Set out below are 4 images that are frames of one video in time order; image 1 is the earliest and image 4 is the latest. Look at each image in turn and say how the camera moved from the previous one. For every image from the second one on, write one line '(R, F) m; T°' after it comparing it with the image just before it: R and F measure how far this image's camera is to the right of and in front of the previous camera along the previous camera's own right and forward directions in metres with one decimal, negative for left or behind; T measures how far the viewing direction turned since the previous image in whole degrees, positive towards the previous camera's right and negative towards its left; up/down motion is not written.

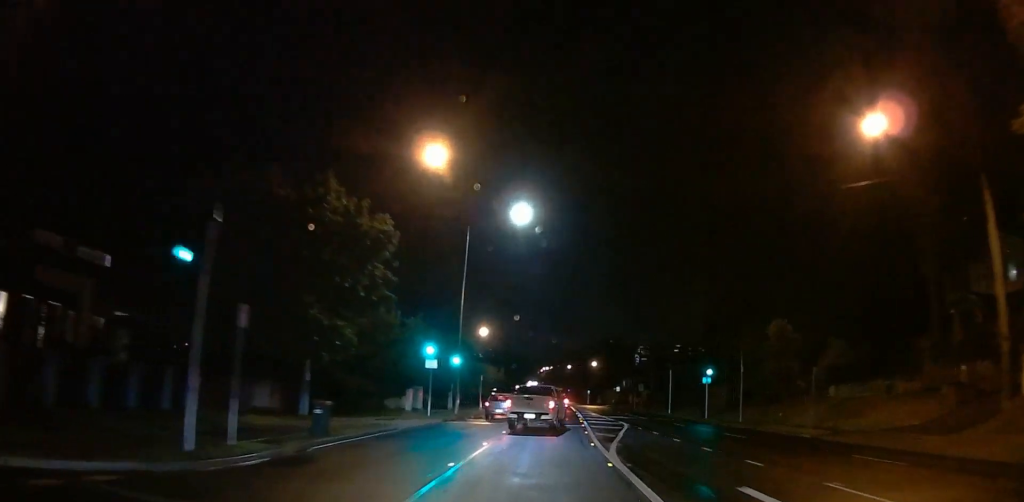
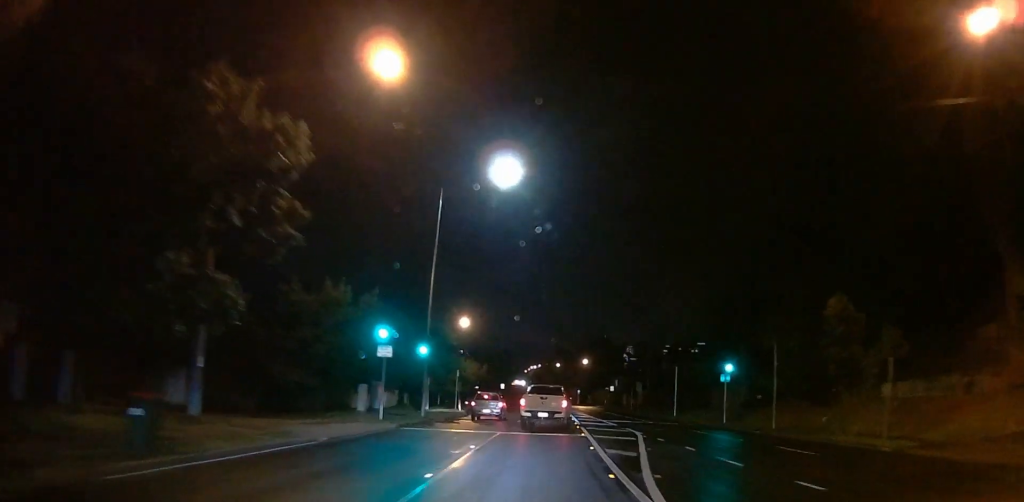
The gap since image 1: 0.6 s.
(+0.2, +8.1) m; +2°
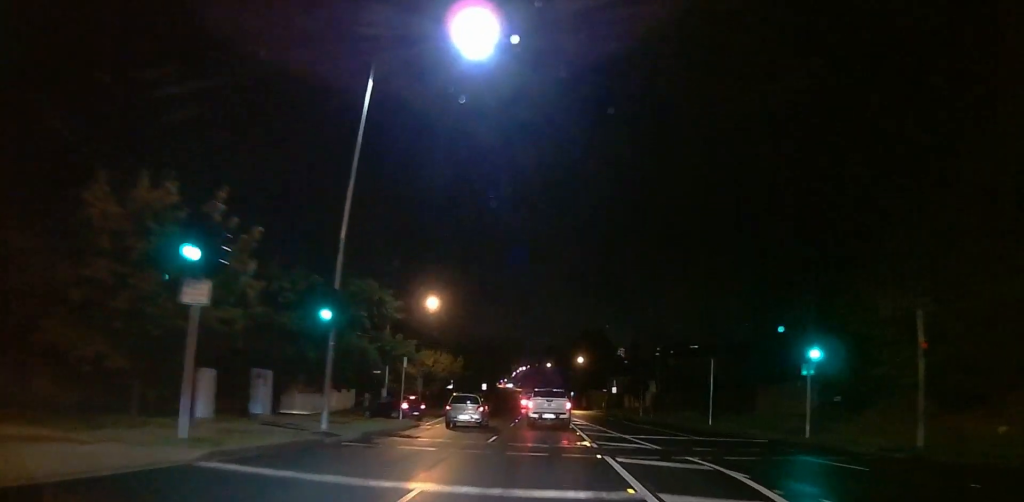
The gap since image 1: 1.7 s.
(+0.3, +14.8) m; -1°
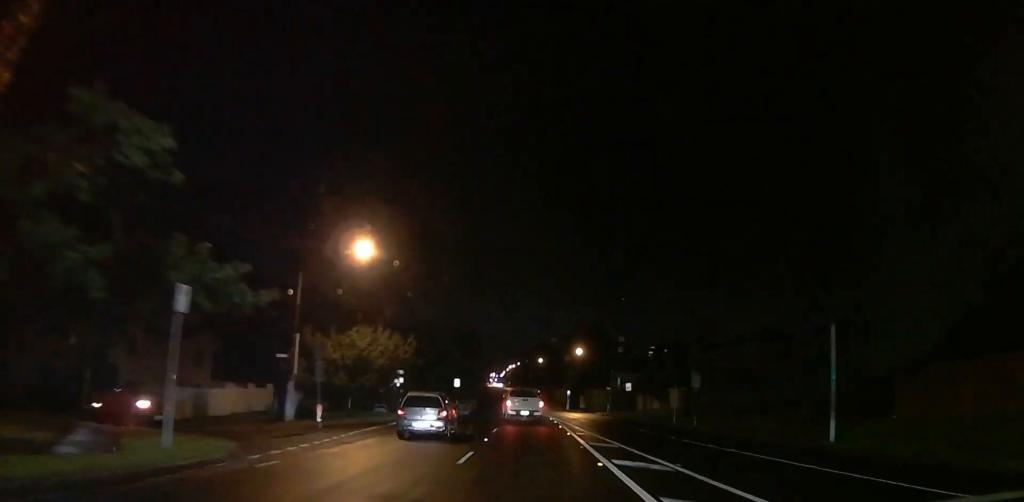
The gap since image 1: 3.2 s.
(+0.3, +18.4) m; 0°
